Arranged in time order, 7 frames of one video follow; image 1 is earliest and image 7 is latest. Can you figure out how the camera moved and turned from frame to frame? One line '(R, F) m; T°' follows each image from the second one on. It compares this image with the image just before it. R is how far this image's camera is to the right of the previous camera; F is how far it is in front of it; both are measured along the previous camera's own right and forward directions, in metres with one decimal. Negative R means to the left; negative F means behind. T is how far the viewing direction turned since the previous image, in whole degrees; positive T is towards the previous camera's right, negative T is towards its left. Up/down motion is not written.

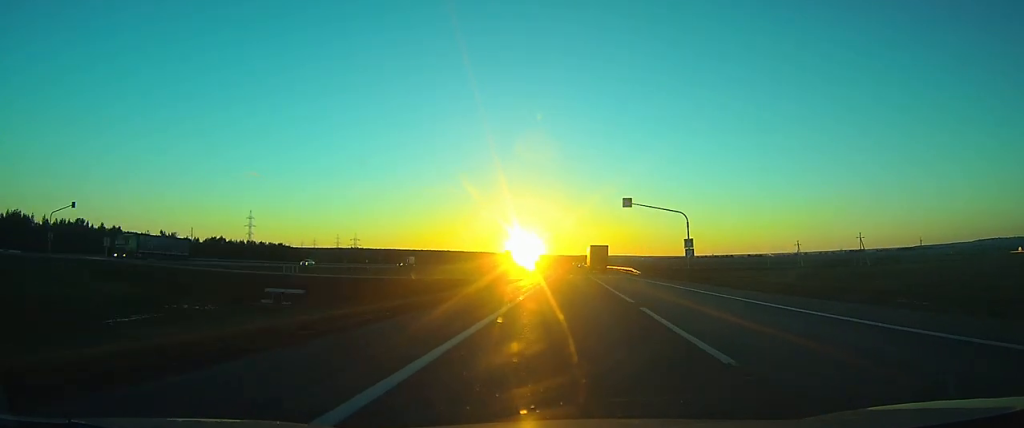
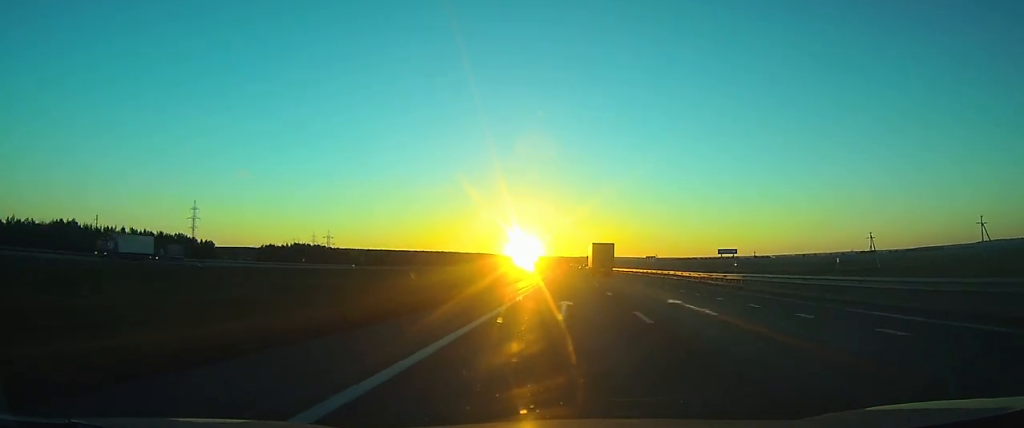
(+0.2, +76.5) m; 0°
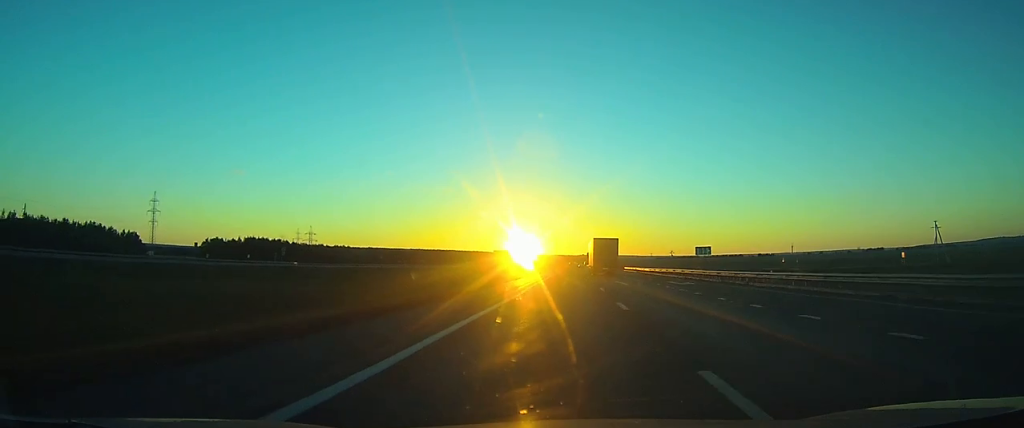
(0.0, +42.9) m; 0°
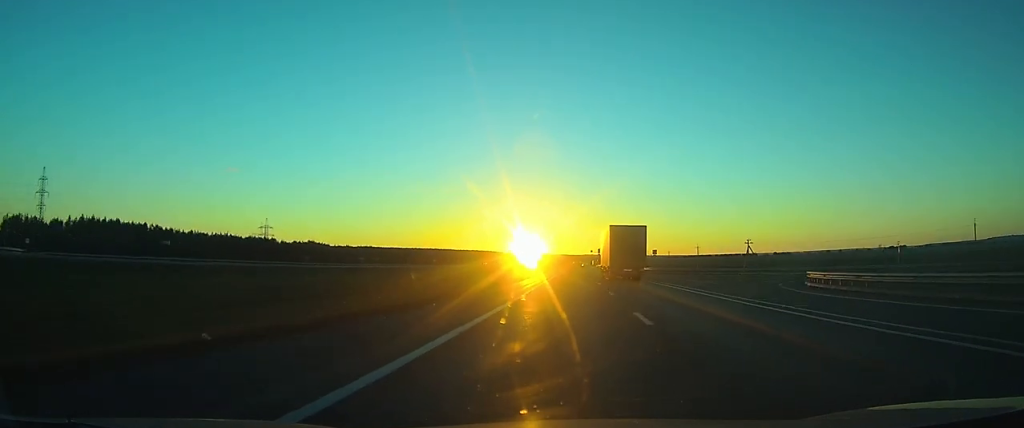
(0.0, +102.4) m; 0°
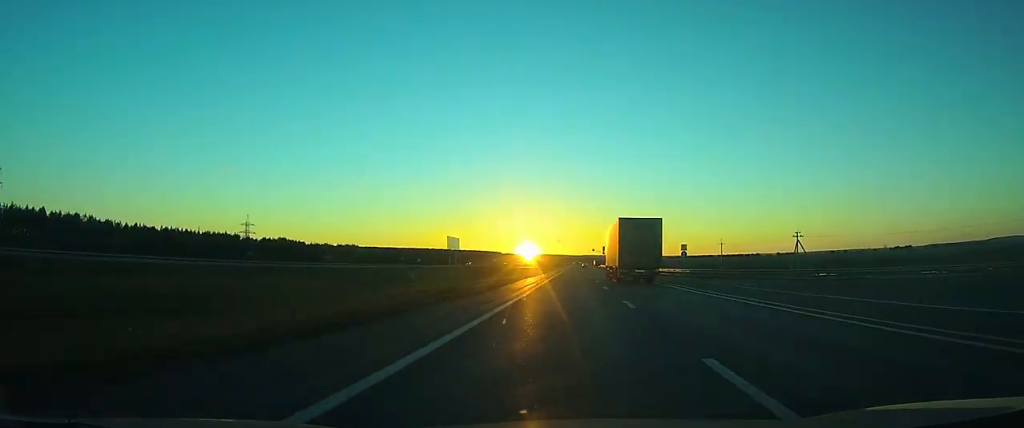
(0.0, +32.1) m; 0°
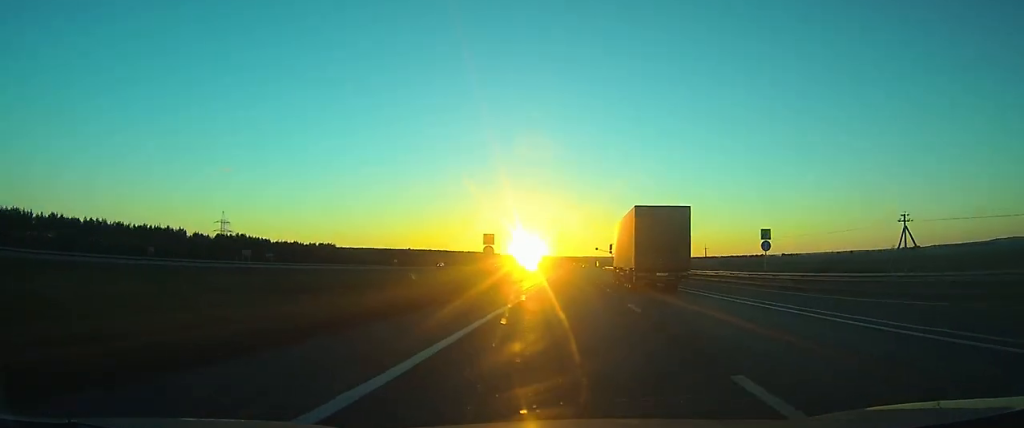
(-0.1, +36.9) m; 0°
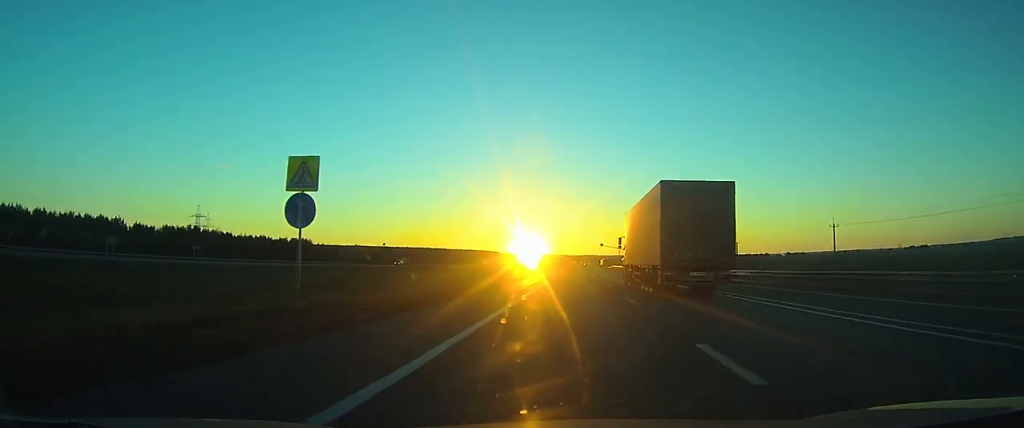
(0.0, +32.5) m; 0°
